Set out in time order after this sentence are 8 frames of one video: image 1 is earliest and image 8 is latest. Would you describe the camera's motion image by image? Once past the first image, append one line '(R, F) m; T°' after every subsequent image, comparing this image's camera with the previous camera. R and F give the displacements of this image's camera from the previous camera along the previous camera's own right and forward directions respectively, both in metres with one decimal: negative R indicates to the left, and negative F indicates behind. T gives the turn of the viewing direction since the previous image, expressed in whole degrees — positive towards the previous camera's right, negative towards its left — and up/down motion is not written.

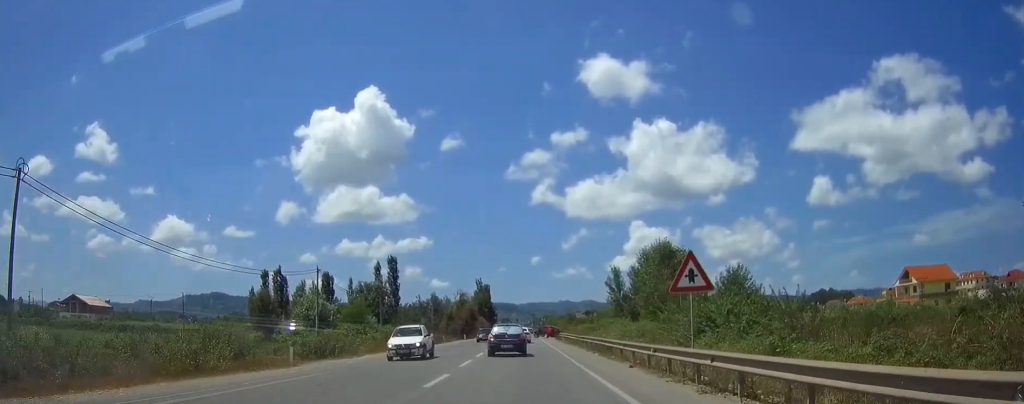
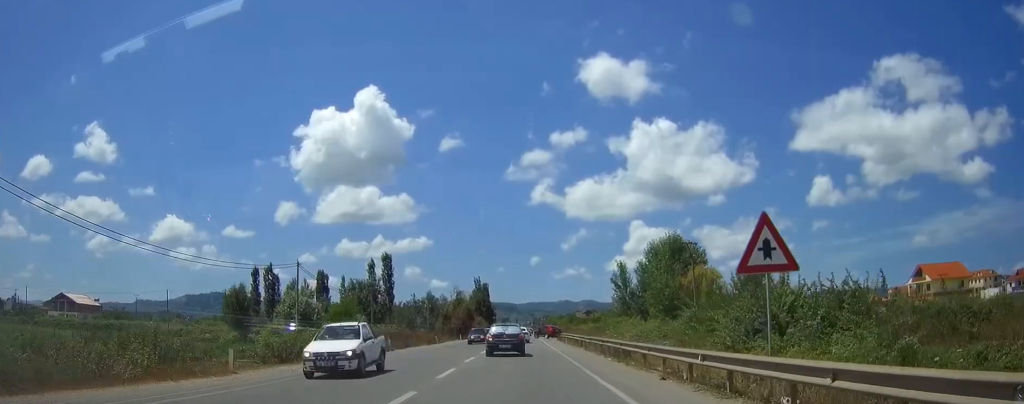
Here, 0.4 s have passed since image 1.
(0.0, +5.4) m; 0°
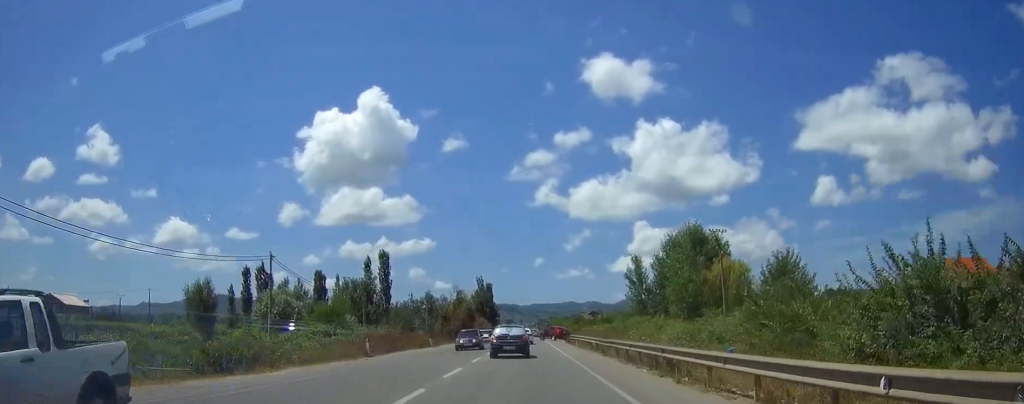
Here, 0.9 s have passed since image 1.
(0.0, +7.2) m; 0°
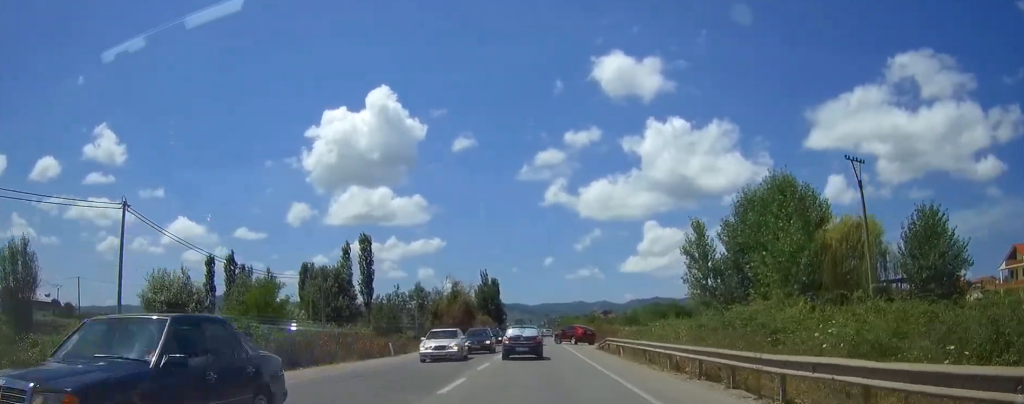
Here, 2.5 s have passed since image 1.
(+0.1, +21.2) m; 0°
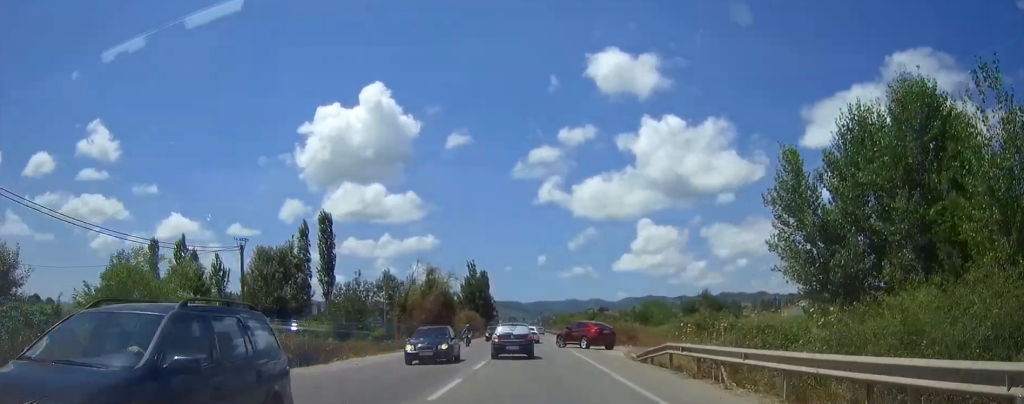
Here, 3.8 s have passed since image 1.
(-0.1, +18.0) m; -1°
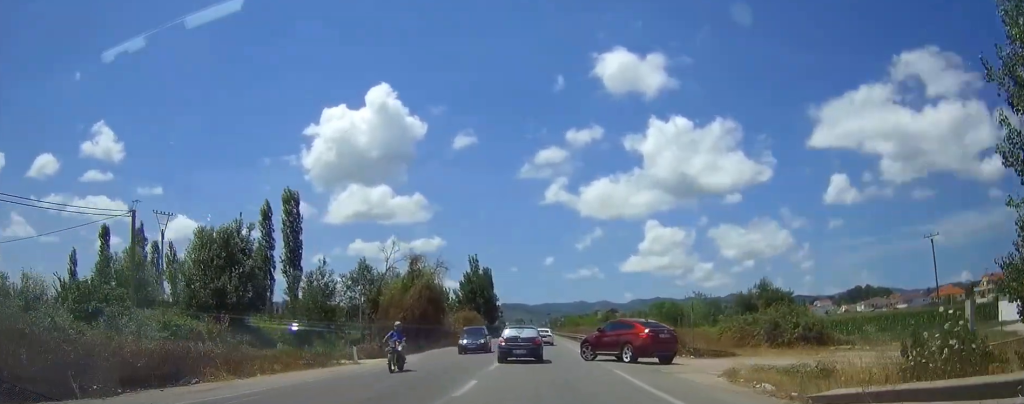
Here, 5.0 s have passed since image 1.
(0.0, +15.7) m; 0°
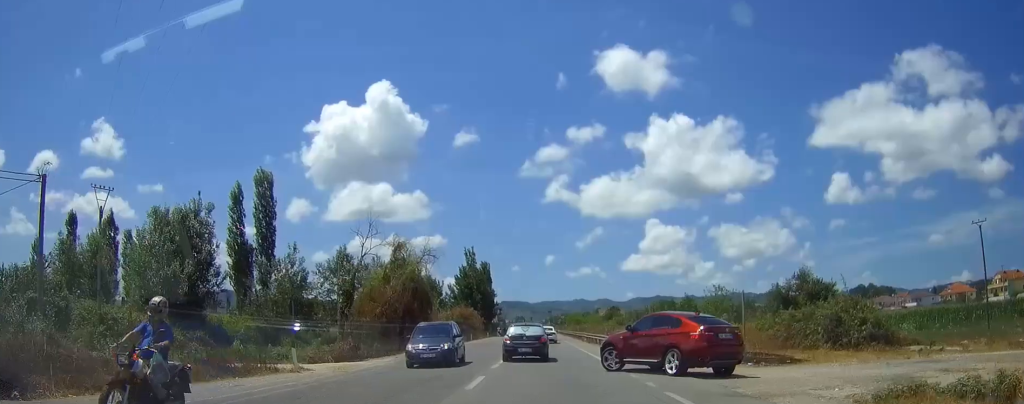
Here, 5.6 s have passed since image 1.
(0.0, +8.1) m; 0°
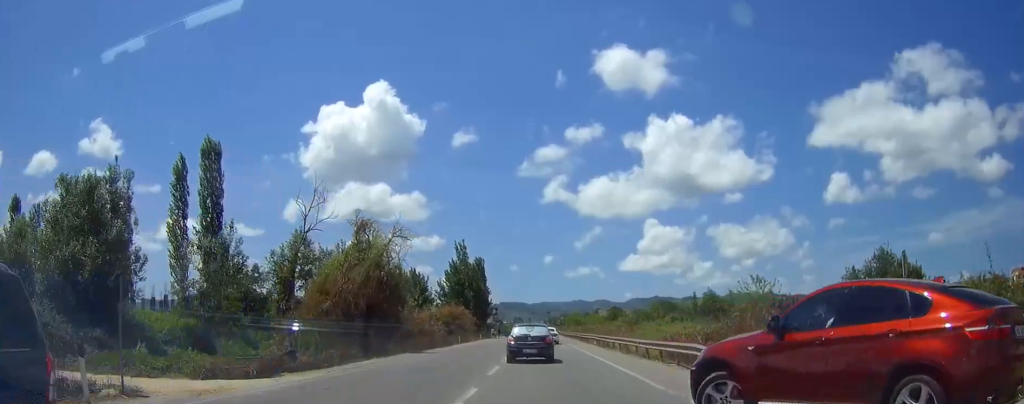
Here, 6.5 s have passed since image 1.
(0.0, +11.6) m; 0°
